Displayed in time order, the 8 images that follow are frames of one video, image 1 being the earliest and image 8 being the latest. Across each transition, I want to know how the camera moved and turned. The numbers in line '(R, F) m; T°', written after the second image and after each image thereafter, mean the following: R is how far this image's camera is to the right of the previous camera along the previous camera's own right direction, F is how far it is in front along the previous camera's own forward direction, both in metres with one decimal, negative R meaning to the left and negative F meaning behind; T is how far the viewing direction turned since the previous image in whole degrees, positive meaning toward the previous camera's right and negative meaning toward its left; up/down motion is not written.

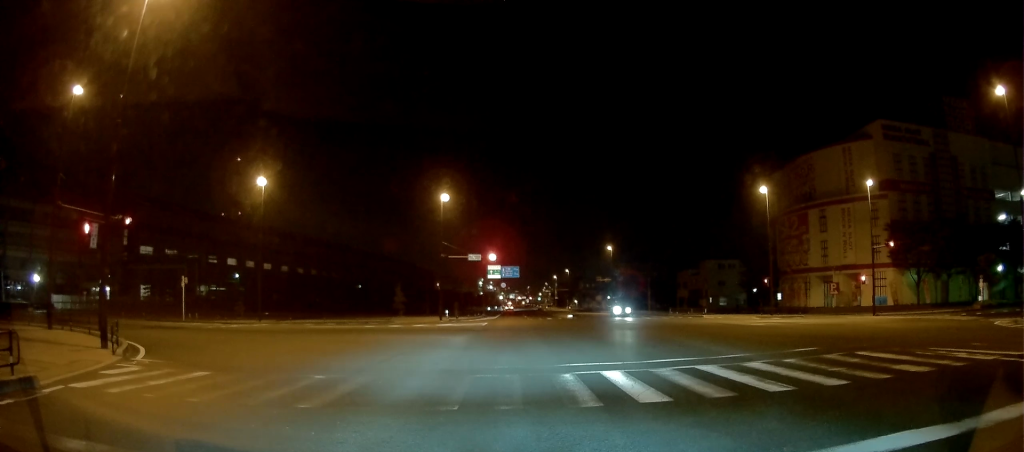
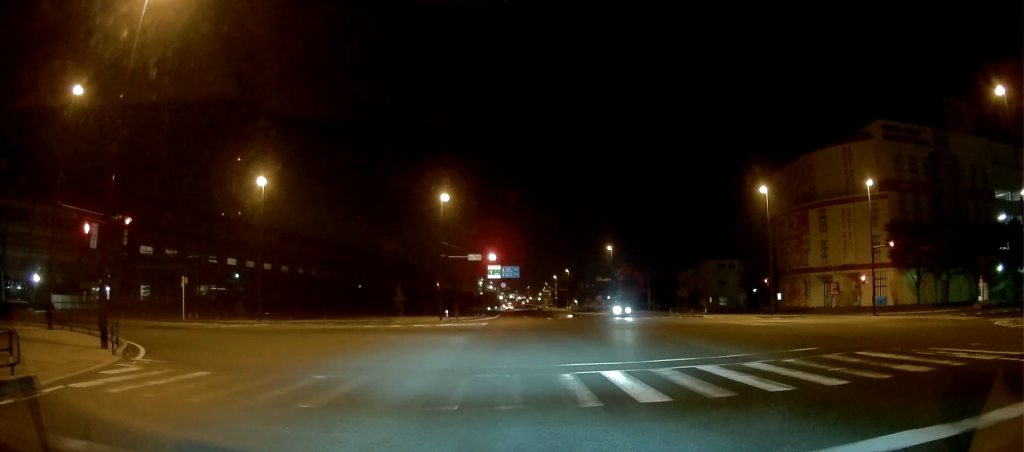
(0.0, 0.0) m; 0°
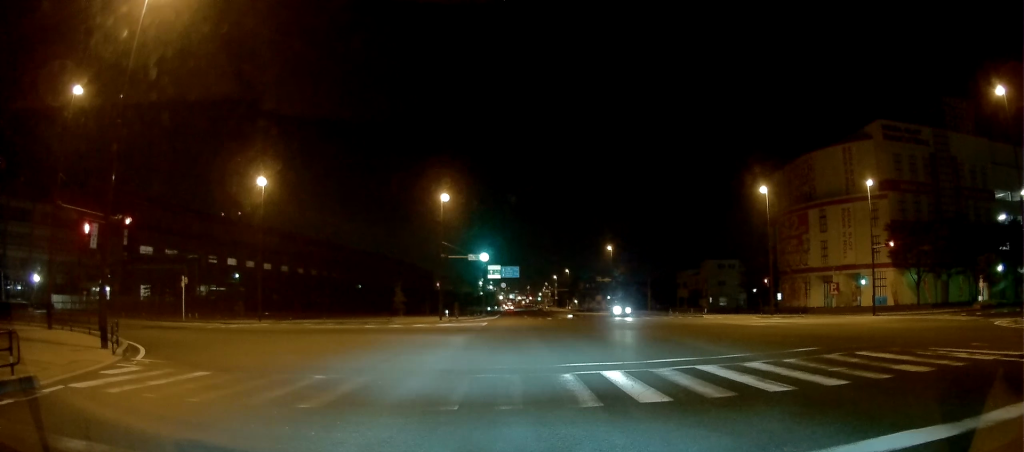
(0.0, 0.0) m; 0°
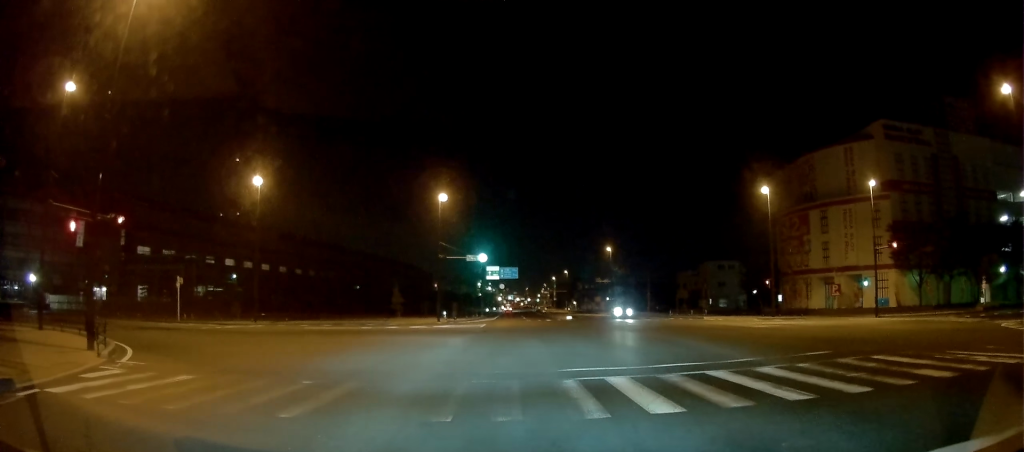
(-0.1, +0.1) m; 0°
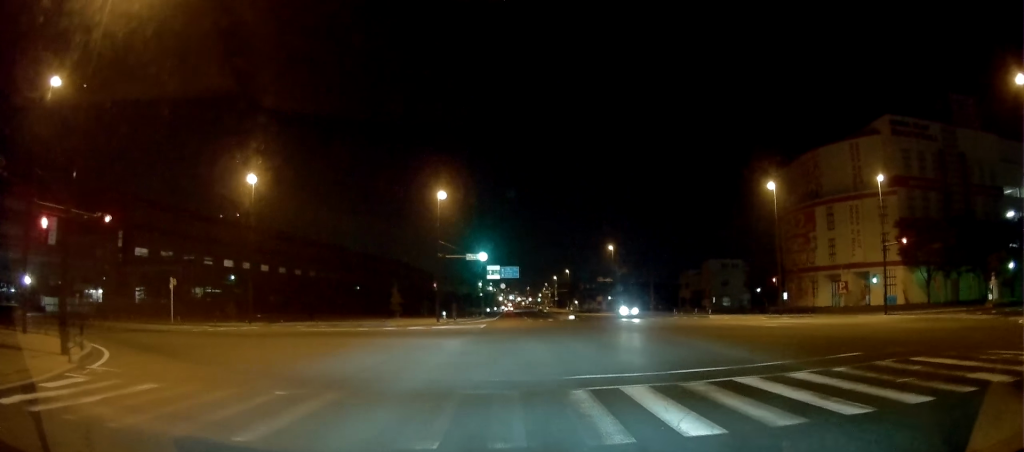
(0.0, +0.8) m; 0°
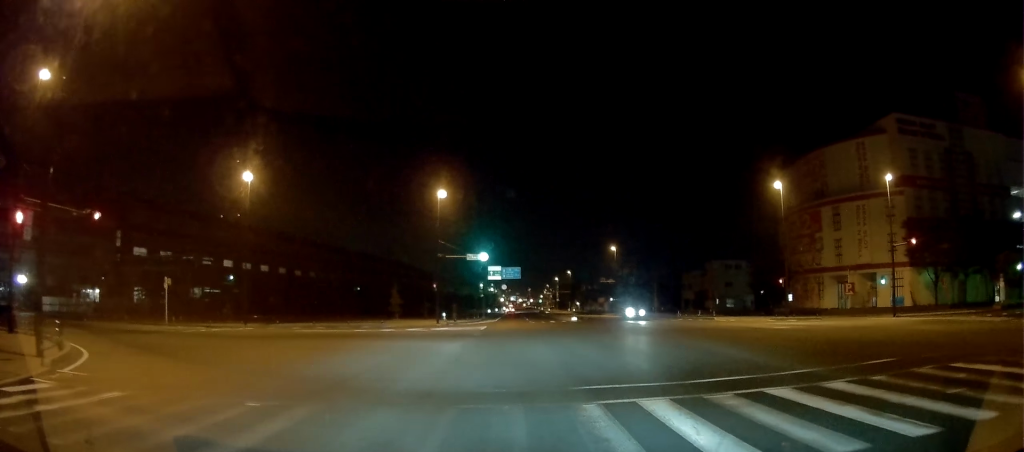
(0.0, +0.9) m; 0°
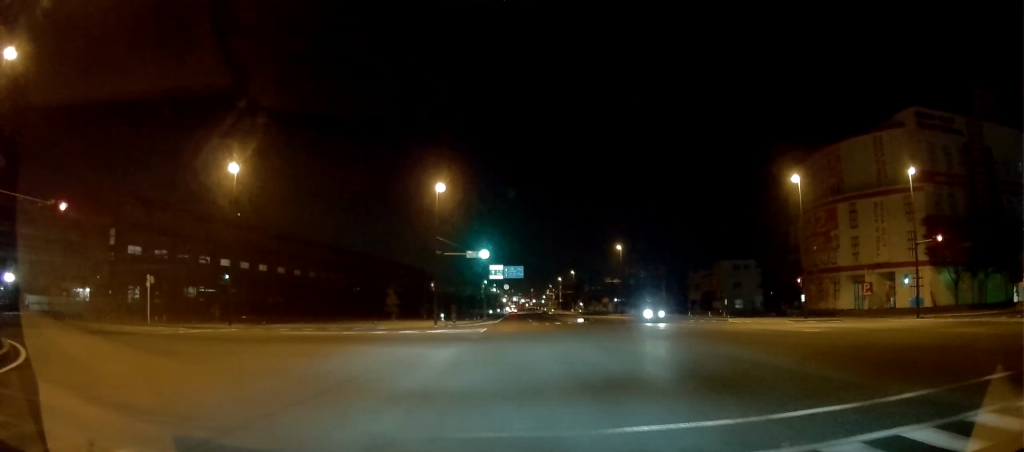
(0.0, +2.8) m; +3°
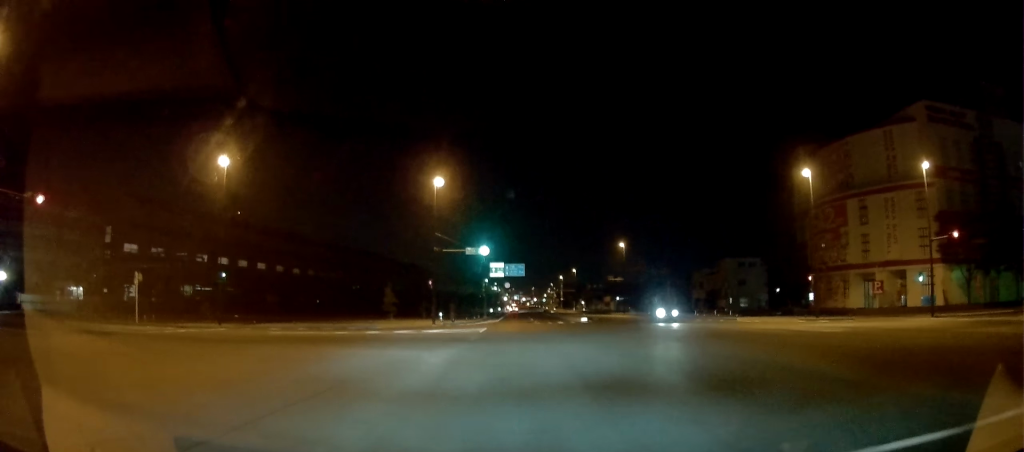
(0.0, +1.6) m; +2°
